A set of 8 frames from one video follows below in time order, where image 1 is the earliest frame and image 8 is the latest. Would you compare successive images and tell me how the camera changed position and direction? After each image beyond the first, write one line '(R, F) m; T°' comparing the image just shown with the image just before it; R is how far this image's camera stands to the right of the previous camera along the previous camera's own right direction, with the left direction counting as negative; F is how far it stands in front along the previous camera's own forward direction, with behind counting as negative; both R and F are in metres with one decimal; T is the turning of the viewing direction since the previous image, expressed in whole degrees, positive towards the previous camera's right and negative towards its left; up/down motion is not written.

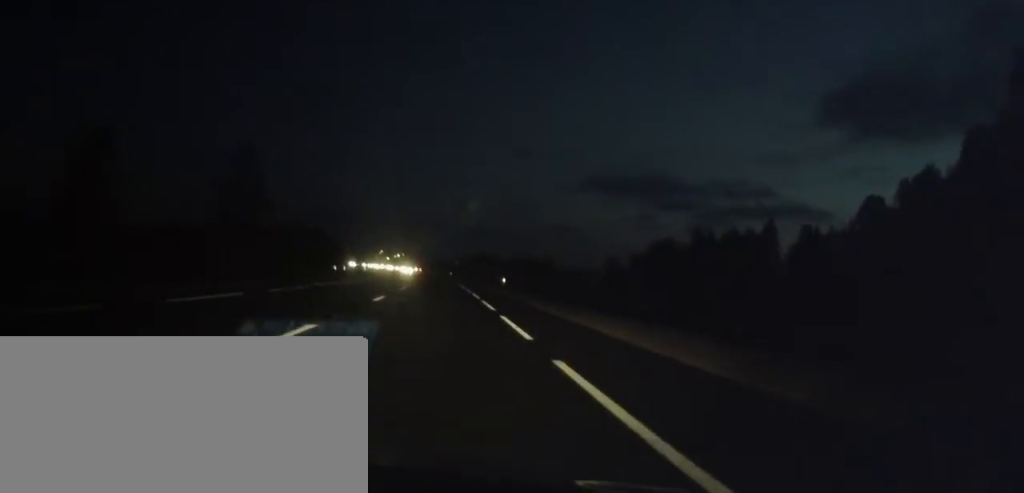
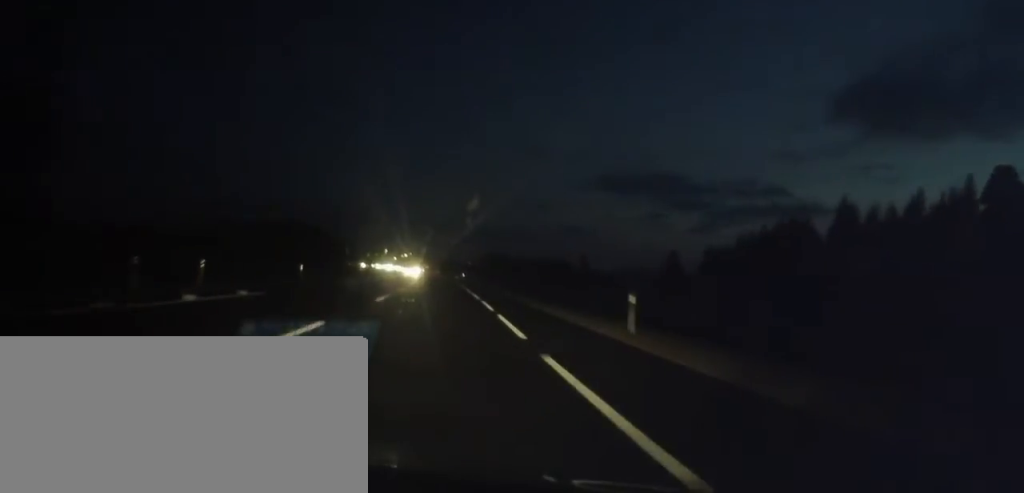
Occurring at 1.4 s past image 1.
(0.0, +35.6) m; -1°
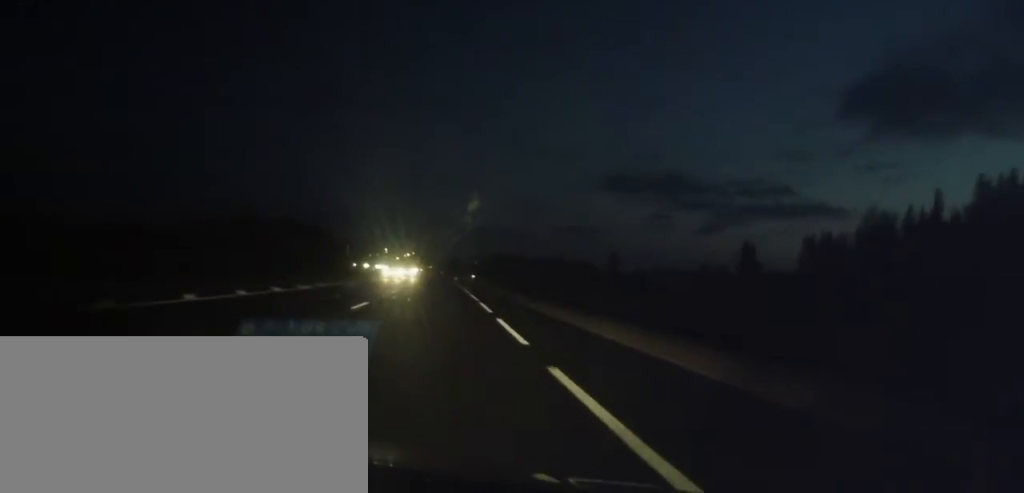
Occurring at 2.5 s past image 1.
(-0.4, +28.6) m; -1°
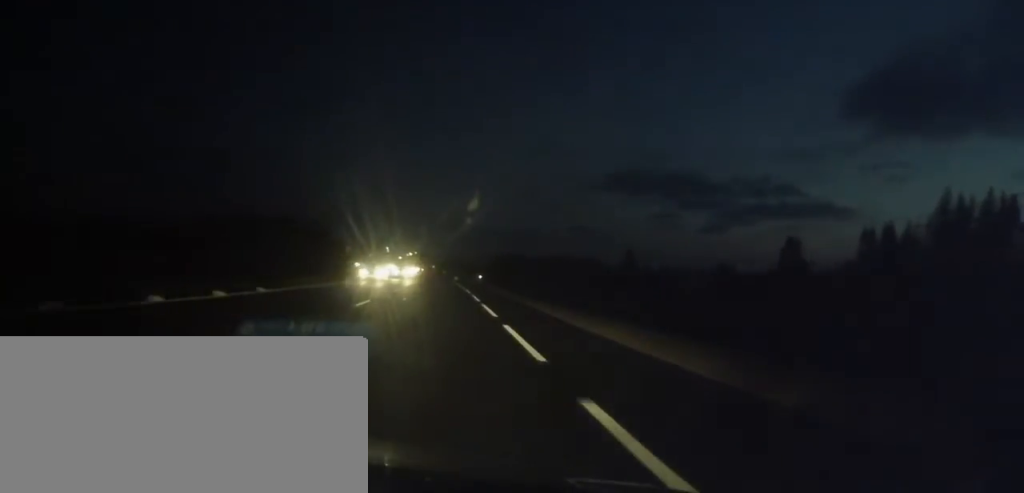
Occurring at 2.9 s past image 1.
(0.0, +11.2) m; 0°
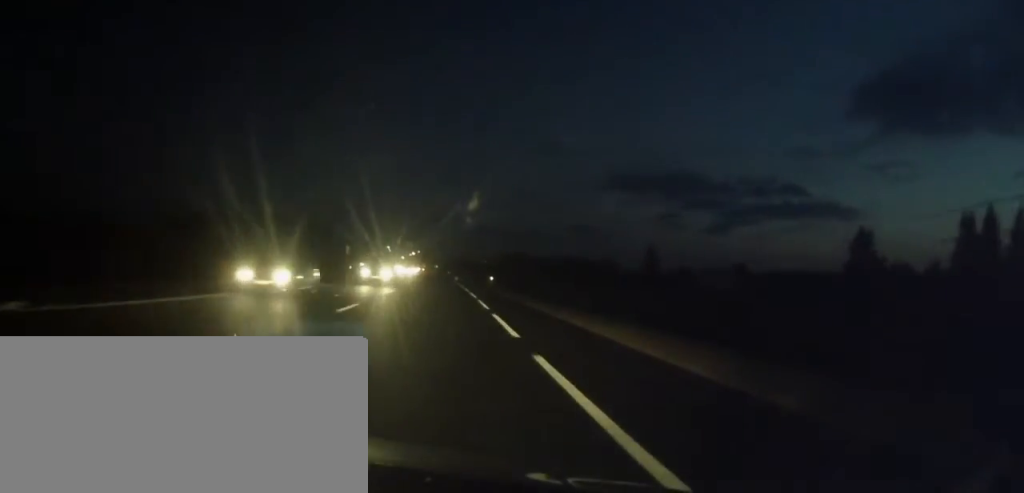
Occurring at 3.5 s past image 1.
(0.0, +14.7) m; 0°
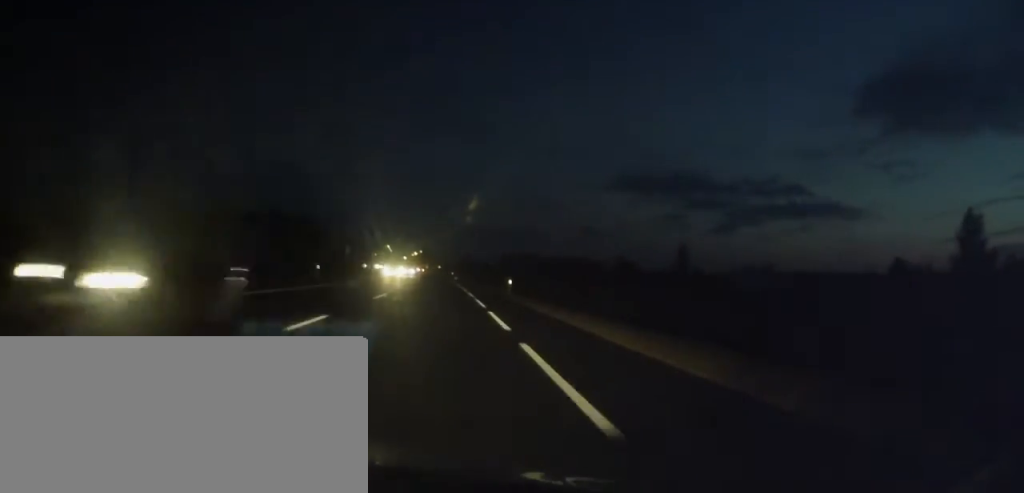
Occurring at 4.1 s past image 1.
(-0.1, +16.3) m; 0°
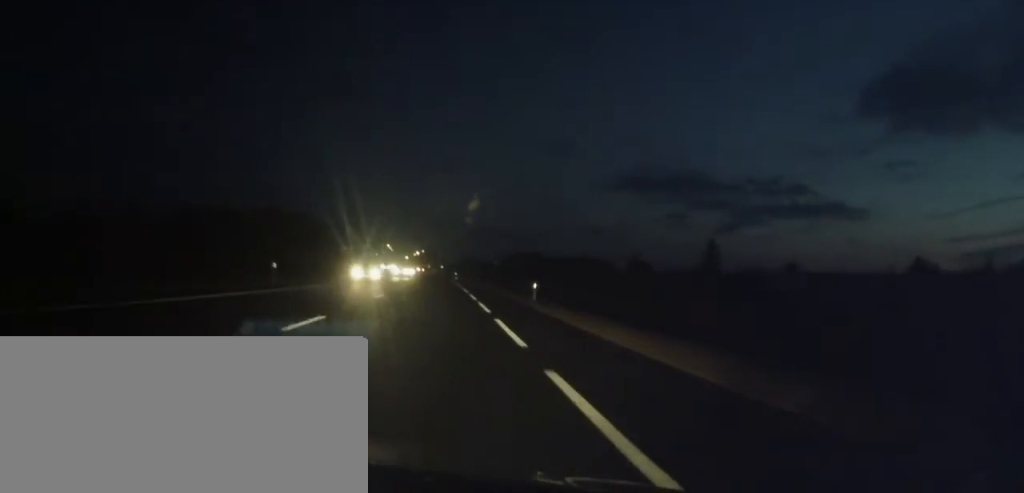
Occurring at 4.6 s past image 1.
(0.0, +12.1) m; 0°
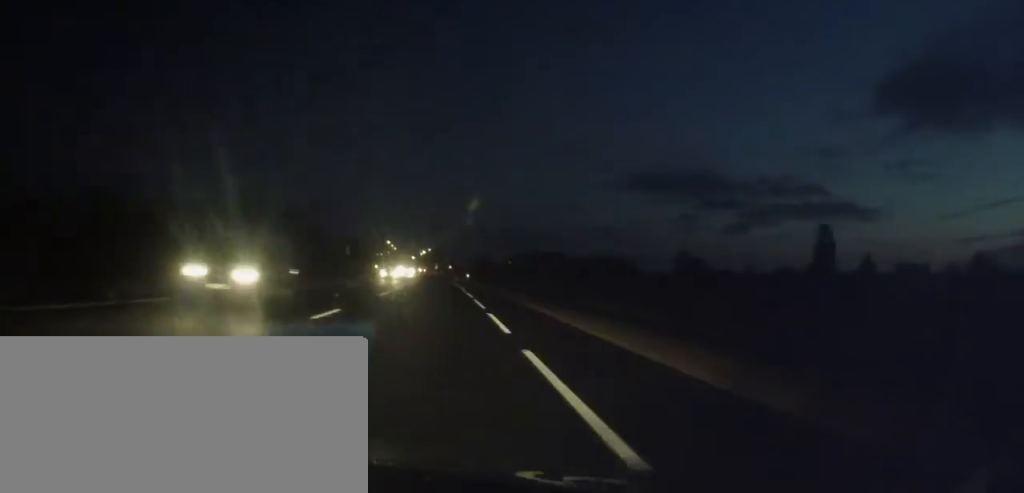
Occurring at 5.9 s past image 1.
(-0.5, +33.8) m; -2°
